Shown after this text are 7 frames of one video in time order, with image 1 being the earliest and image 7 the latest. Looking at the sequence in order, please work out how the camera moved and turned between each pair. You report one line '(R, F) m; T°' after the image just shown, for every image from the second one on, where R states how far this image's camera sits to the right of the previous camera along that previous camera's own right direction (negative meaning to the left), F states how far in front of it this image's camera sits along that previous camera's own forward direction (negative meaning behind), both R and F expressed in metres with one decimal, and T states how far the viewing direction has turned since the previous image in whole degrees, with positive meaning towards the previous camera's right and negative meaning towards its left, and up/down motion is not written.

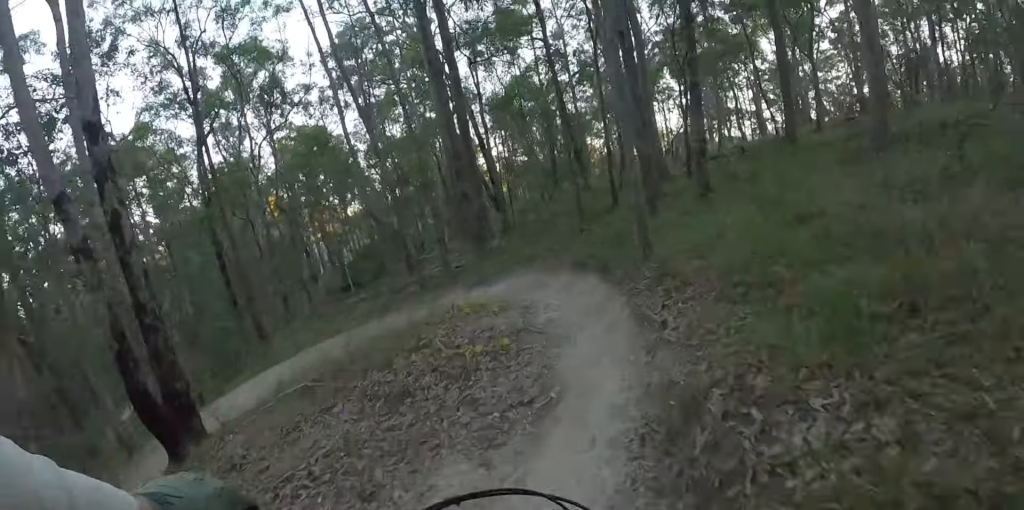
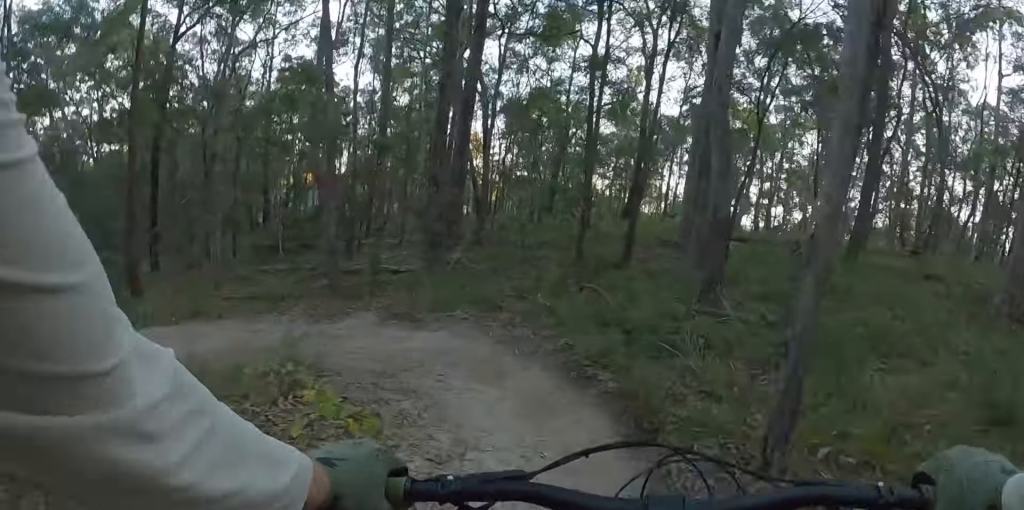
(0.0, +2.5) m; 0°
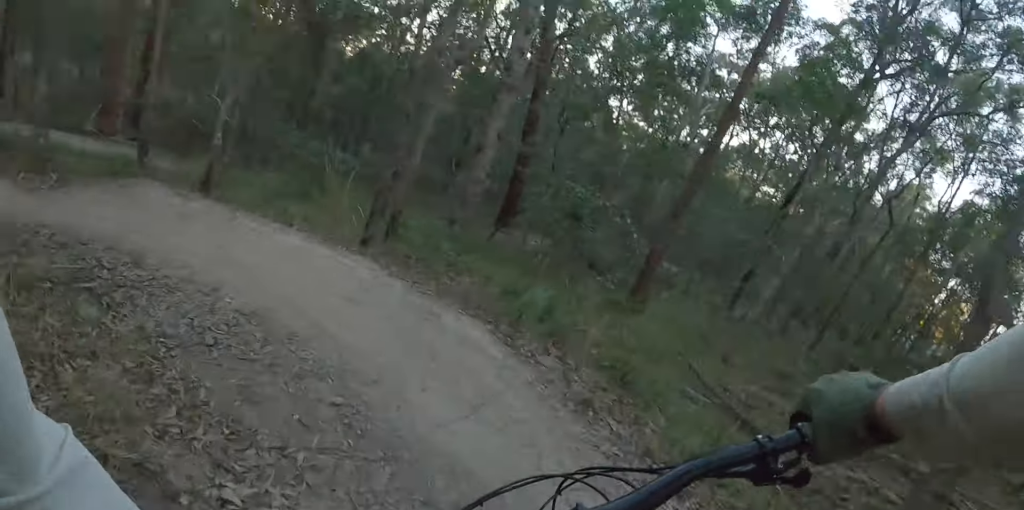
(0.0, +5.0) m; -9°
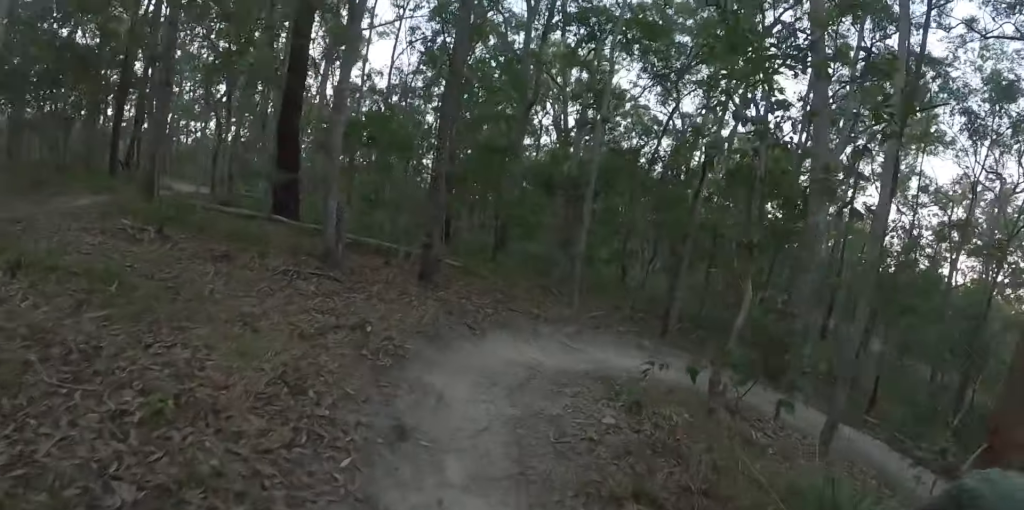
(-3.0, +3.7) m; -88°
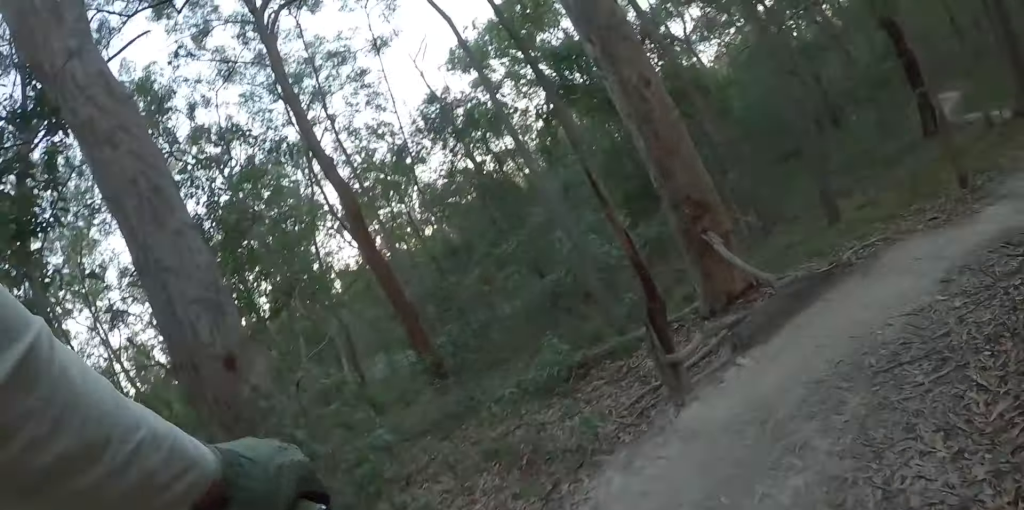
(+3.0, +6.4) m; +73°
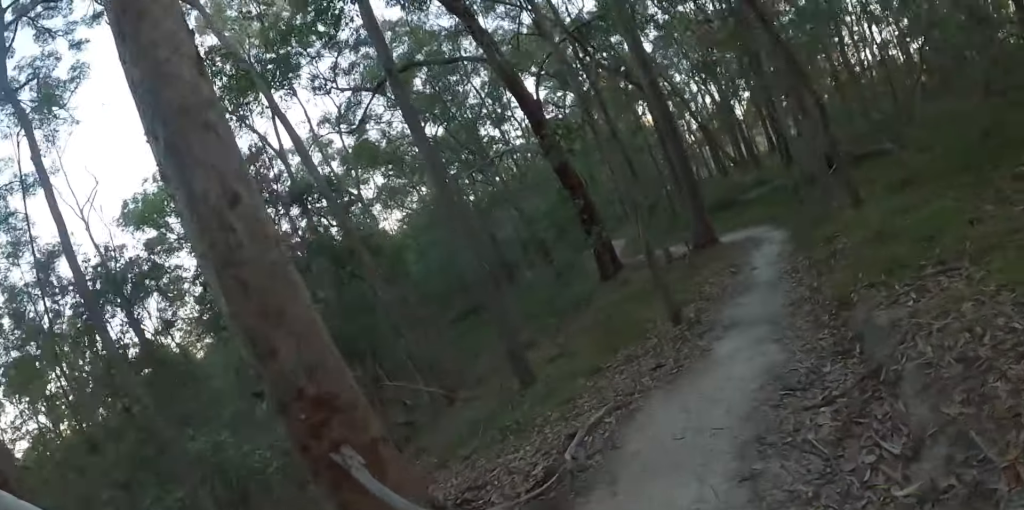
(+0.9, +3.4) m; +12°
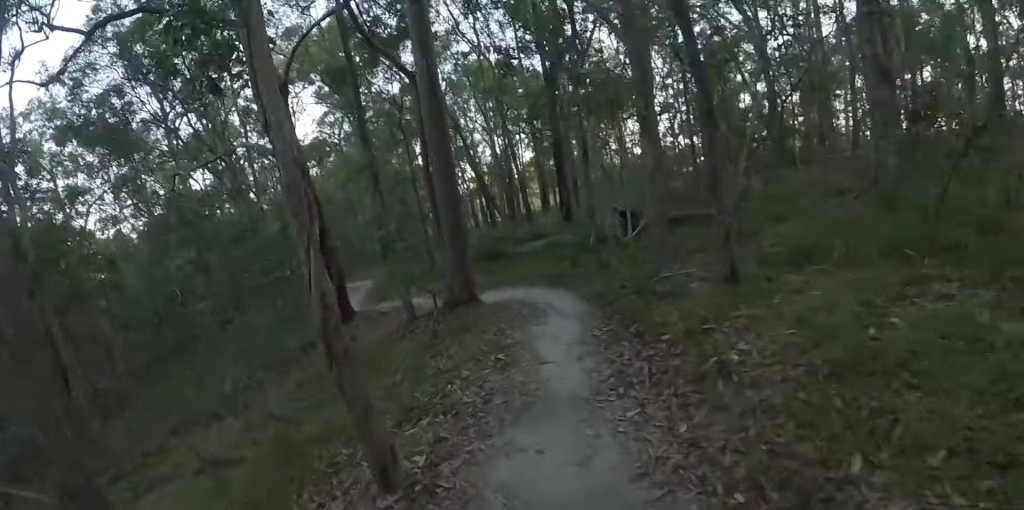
(+0.7, +4.1) m; 0°
